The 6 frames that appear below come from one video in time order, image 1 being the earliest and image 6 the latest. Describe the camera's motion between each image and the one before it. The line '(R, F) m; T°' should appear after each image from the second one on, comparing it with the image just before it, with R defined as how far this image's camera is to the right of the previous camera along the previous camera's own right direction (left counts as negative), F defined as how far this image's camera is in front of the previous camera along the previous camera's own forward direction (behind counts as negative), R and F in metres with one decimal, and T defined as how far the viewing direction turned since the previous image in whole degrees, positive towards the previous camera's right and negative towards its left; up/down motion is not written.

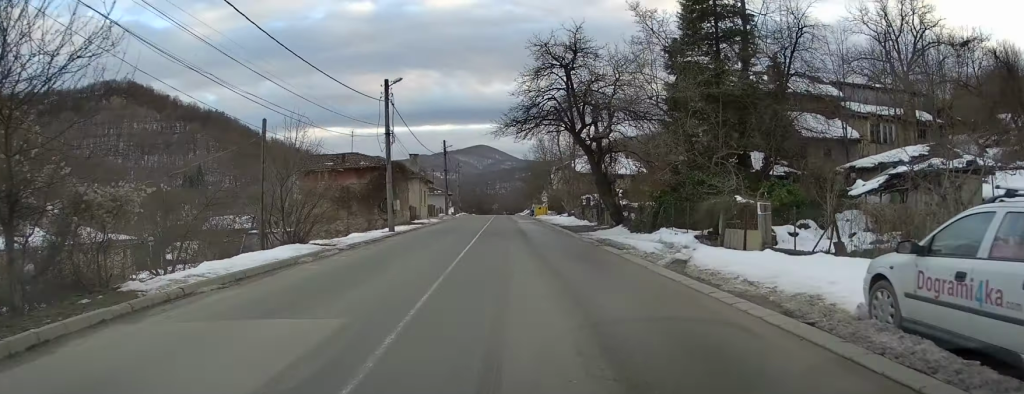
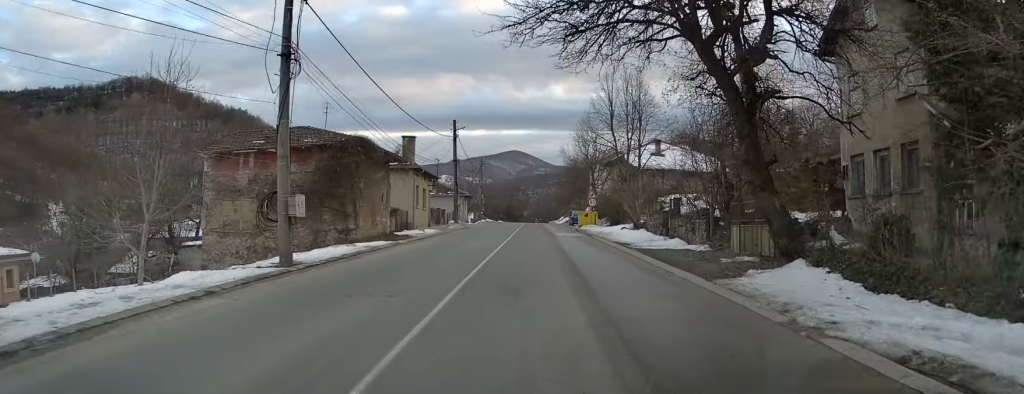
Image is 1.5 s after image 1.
(-0.3, +18.5) m; -2°
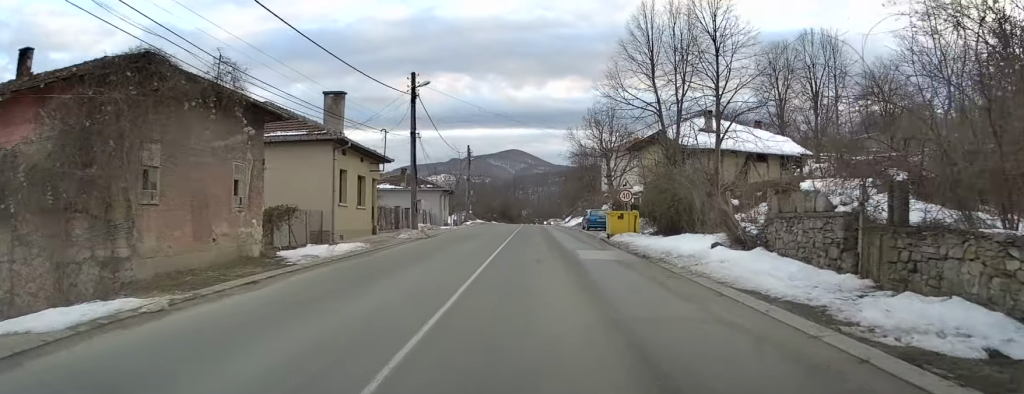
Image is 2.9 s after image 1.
(-0.2, +17.1) m; 0°
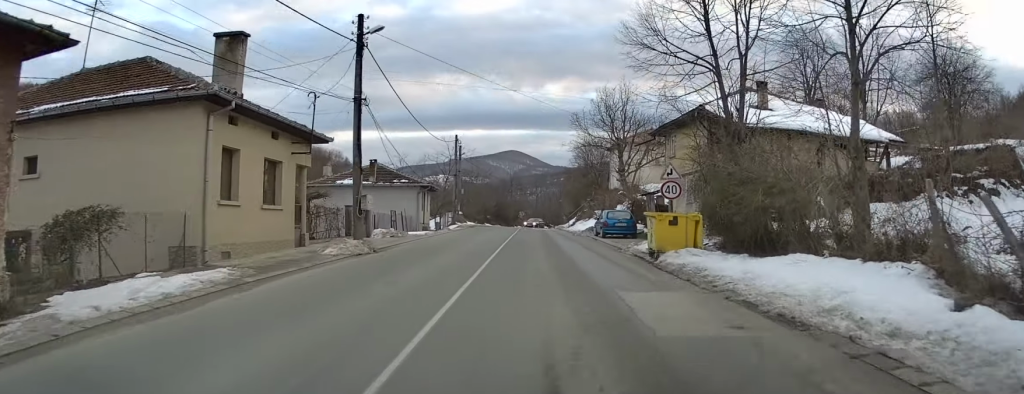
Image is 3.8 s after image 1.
(0.0, +10.1) m; 0°
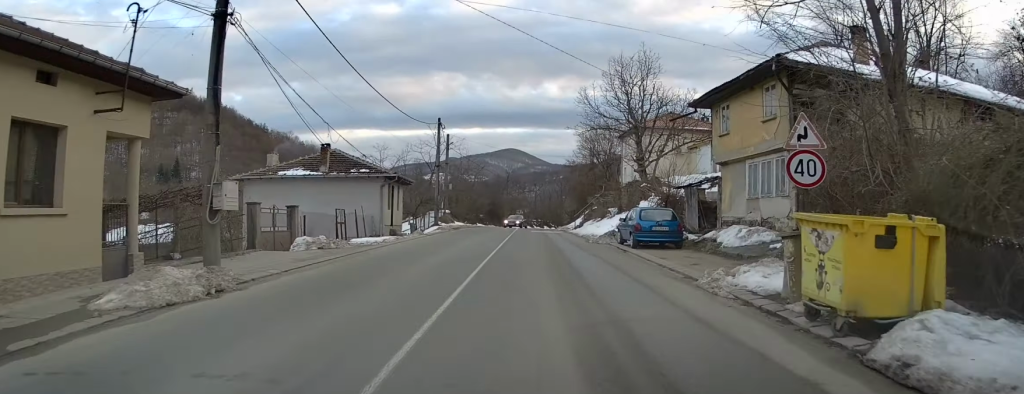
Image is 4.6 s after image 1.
(0.0, +10.1) m; 0°
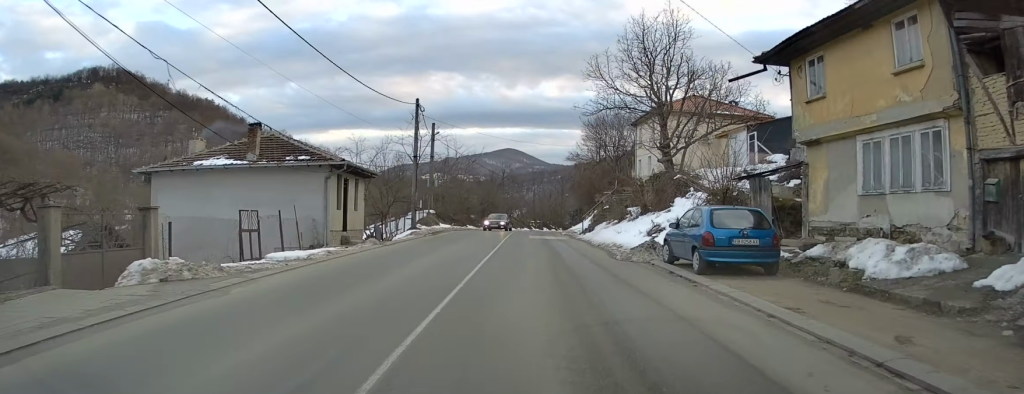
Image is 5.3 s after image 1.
(0.0, +8.8) m; 0°
